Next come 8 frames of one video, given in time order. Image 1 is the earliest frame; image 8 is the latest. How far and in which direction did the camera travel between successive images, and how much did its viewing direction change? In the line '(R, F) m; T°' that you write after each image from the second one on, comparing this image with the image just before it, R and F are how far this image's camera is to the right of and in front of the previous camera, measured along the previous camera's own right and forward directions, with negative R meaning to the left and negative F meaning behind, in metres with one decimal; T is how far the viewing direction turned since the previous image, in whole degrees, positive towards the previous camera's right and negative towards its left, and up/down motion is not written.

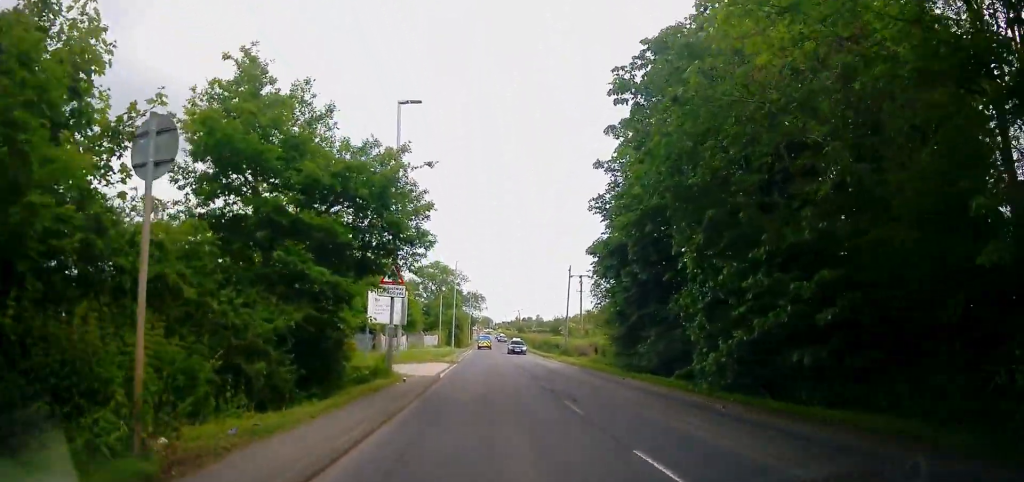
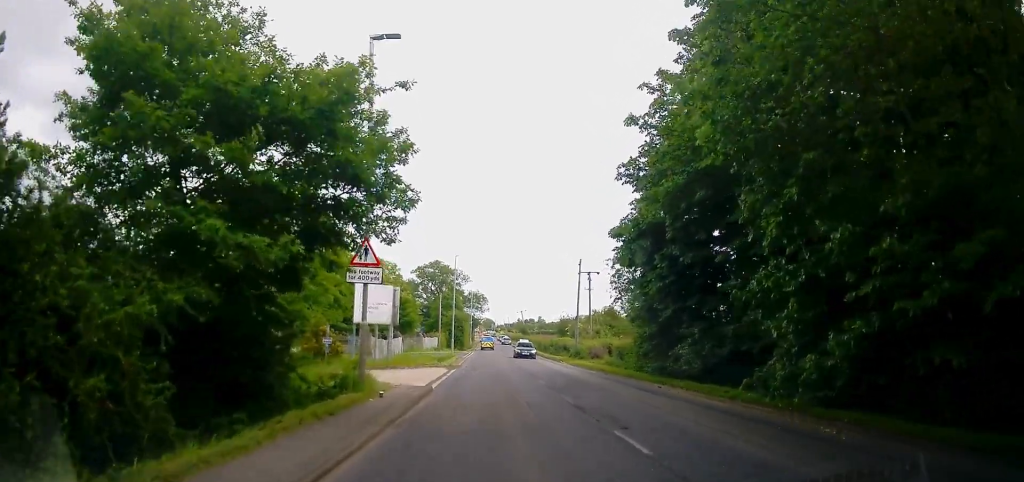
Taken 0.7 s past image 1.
(+0.2, +4.5) m; +1°
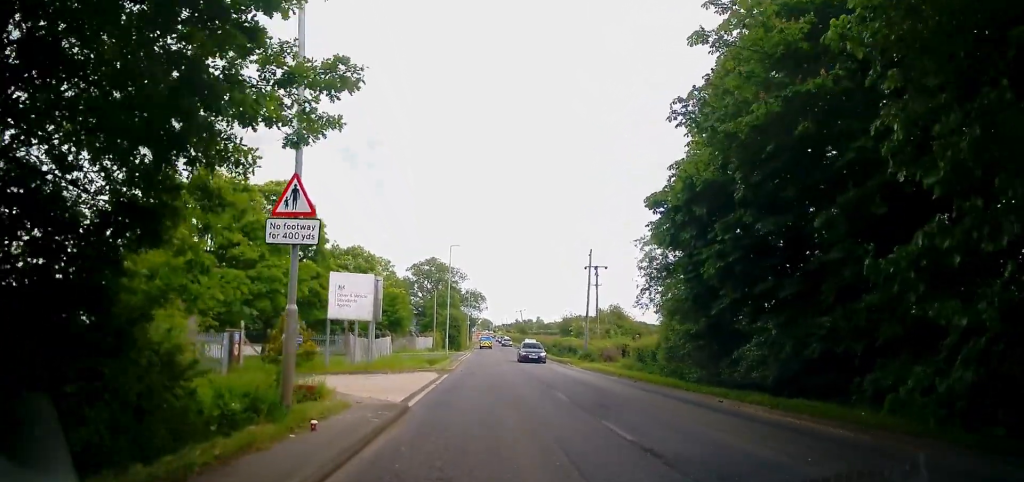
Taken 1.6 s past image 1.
(-0.3, +5.2) m; +2°
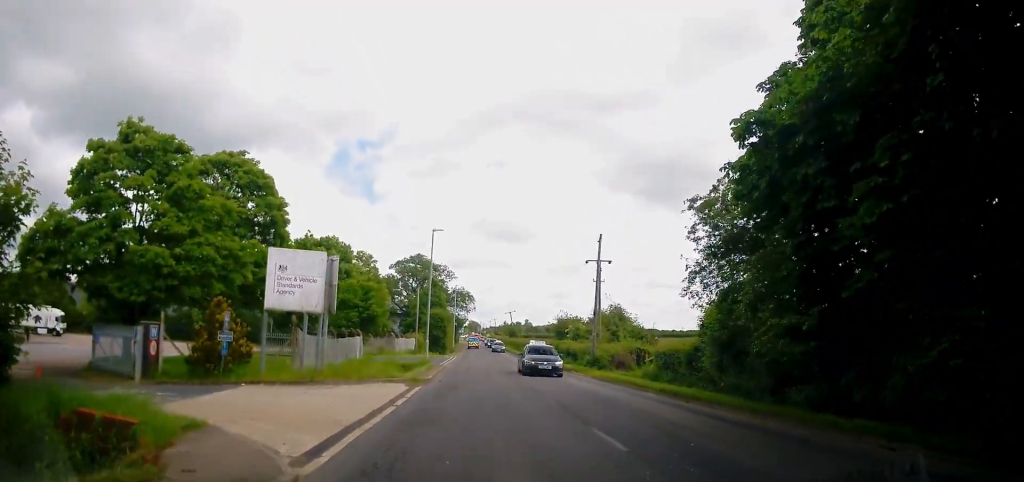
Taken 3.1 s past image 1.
(+0.4, +6.7) m; -4°
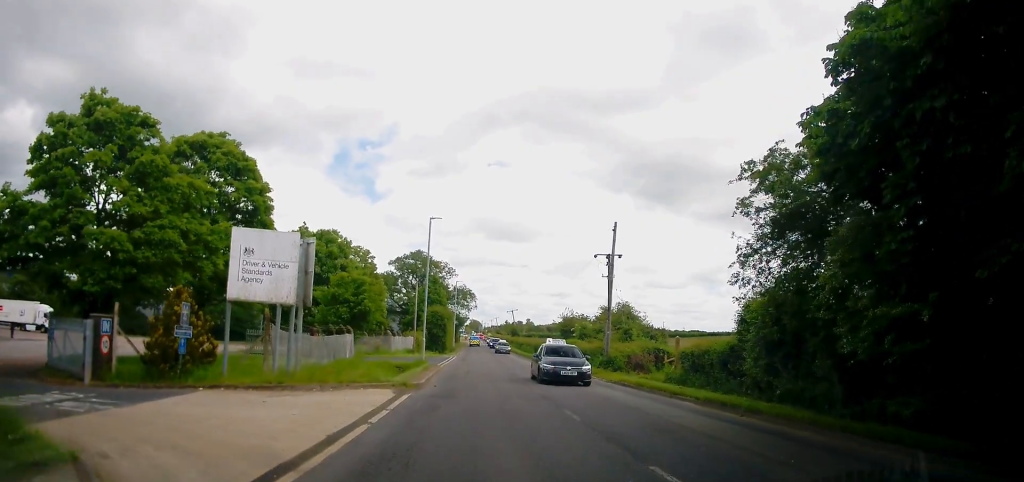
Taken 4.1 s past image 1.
(-0.3, +3.3) m; -4°
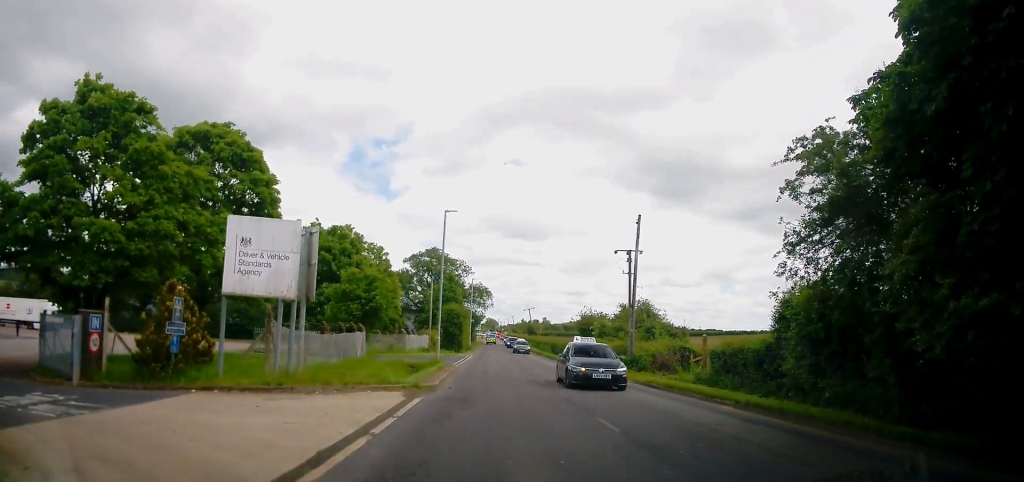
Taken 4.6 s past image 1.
(-0.2, +1.6) m; +1°
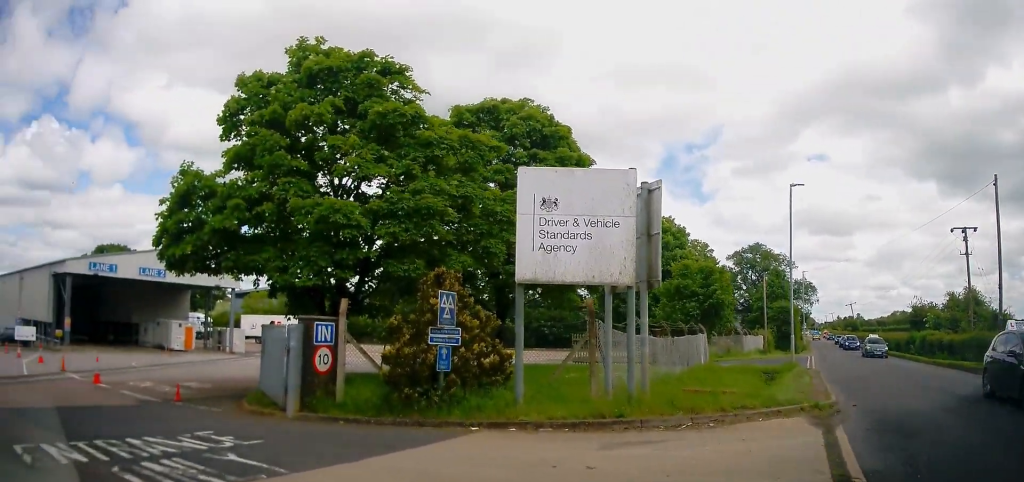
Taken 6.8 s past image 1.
(-0.5, +5.4) m; -38°
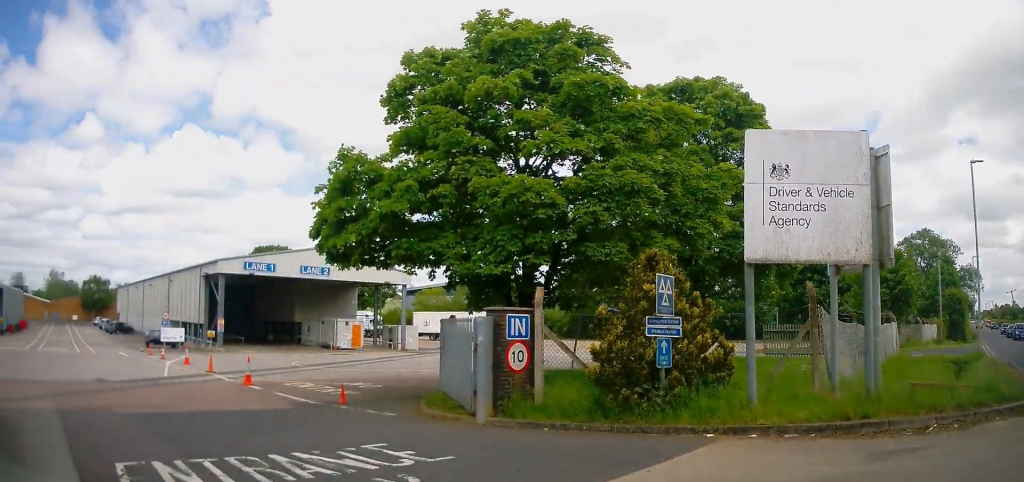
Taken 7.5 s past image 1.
(-0.2, +1.6) m; -23°
